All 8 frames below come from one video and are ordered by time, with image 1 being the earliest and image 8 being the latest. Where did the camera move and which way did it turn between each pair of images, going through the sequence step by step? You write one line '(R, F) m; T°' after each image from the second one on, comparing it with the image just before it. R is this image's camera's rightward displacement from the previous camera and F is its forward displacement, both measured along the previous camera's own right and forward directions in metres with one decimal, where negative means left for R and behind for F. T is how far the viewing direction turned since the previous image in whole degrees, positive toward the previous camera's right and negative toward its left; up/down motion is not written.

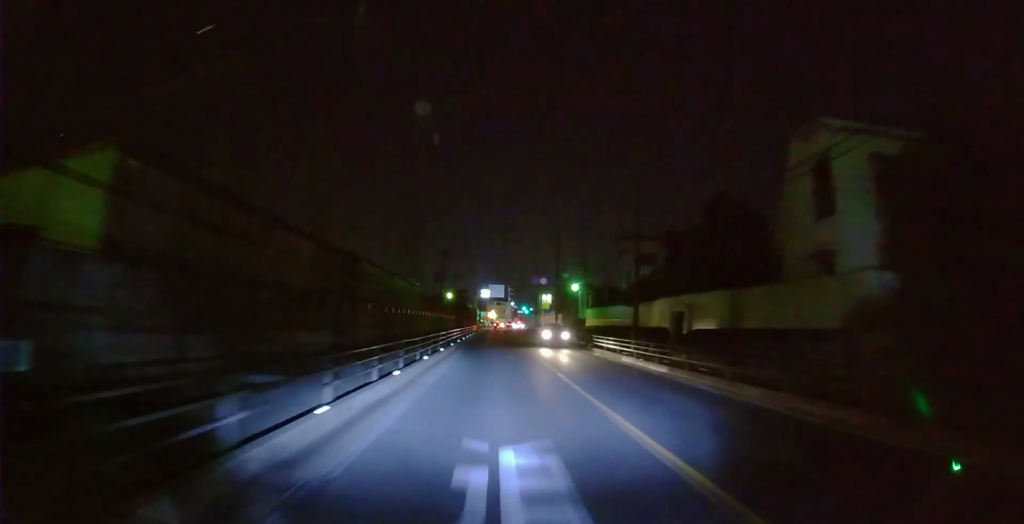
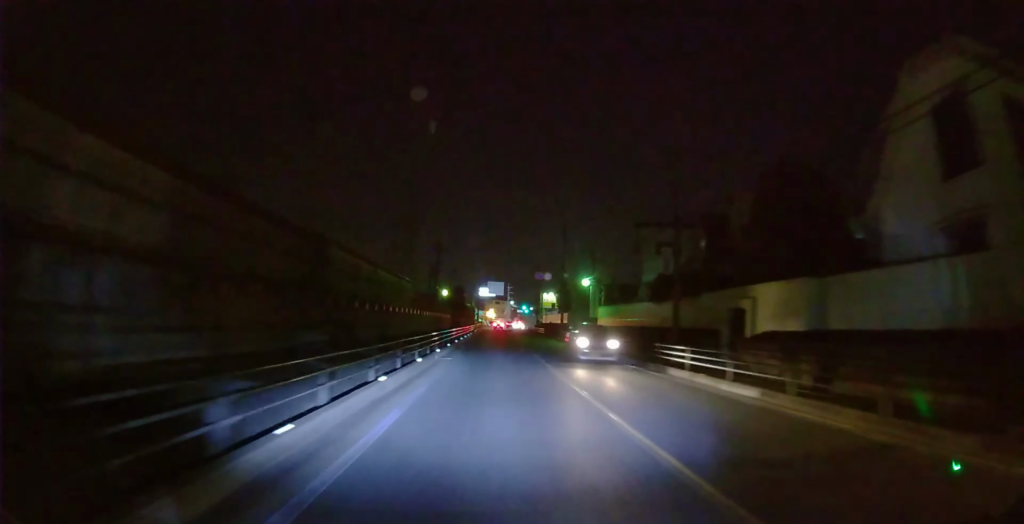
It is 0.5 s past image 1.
(0.0, +6.4) m; 0°
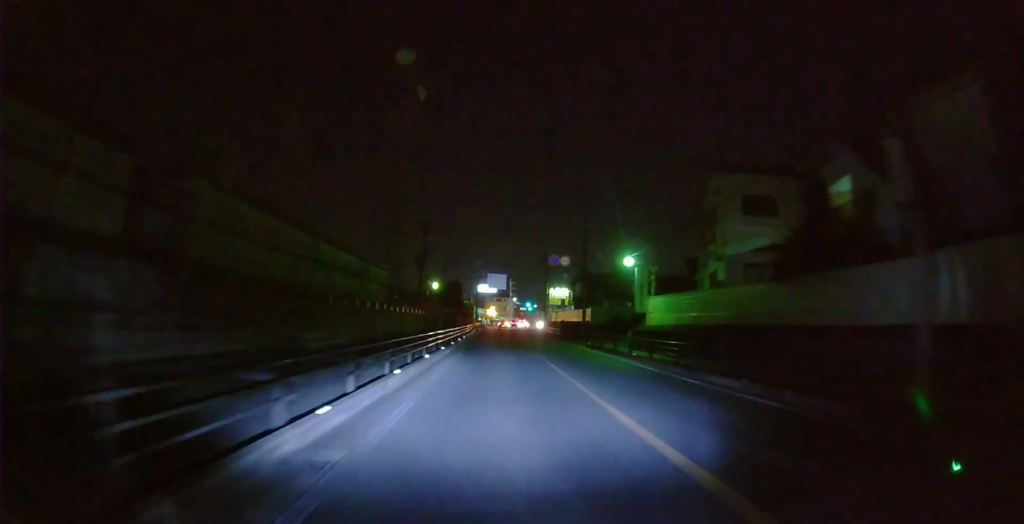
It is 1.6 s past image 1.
(0.0, +13.3) m; +2°
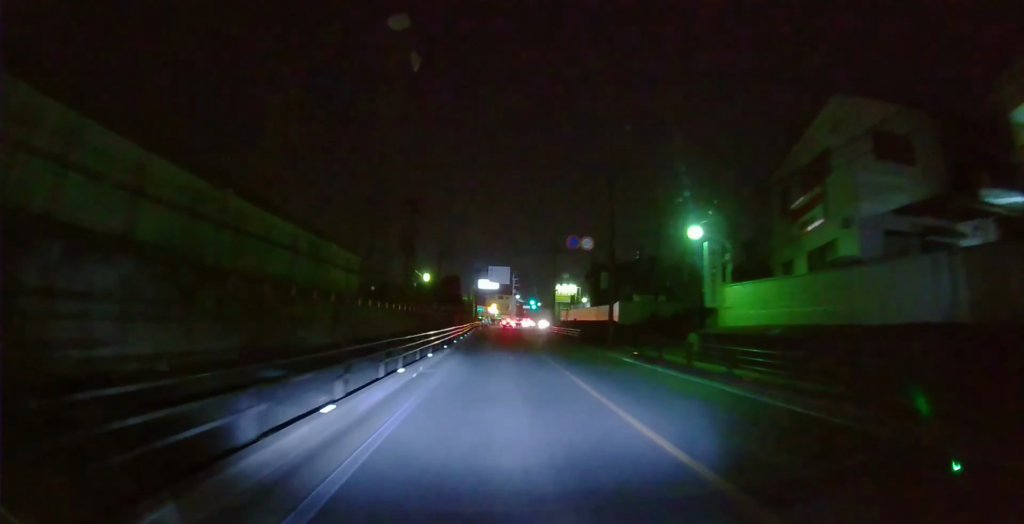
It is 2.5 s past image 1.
(+0.2, +10.3) m; +3°
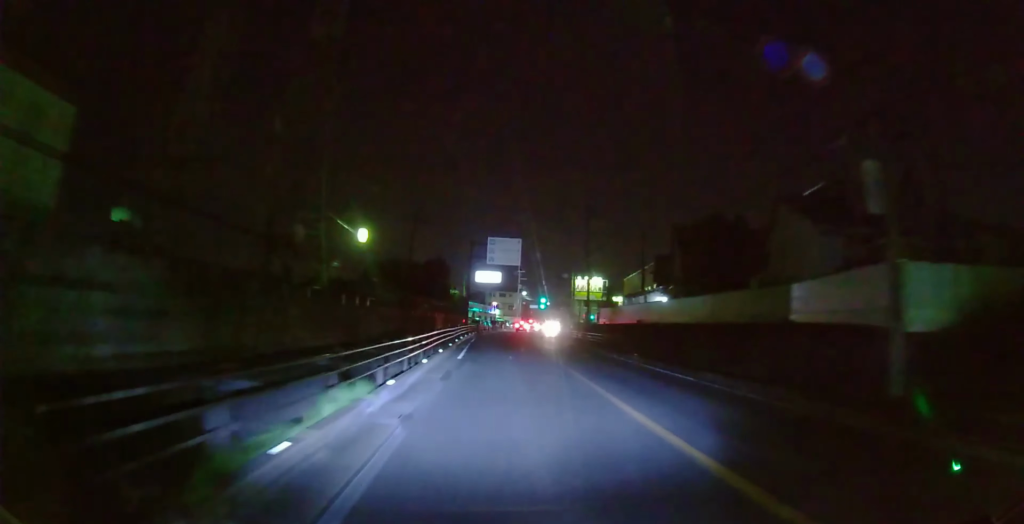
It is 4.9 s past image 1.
(+0.9, +27.1) m; +2°
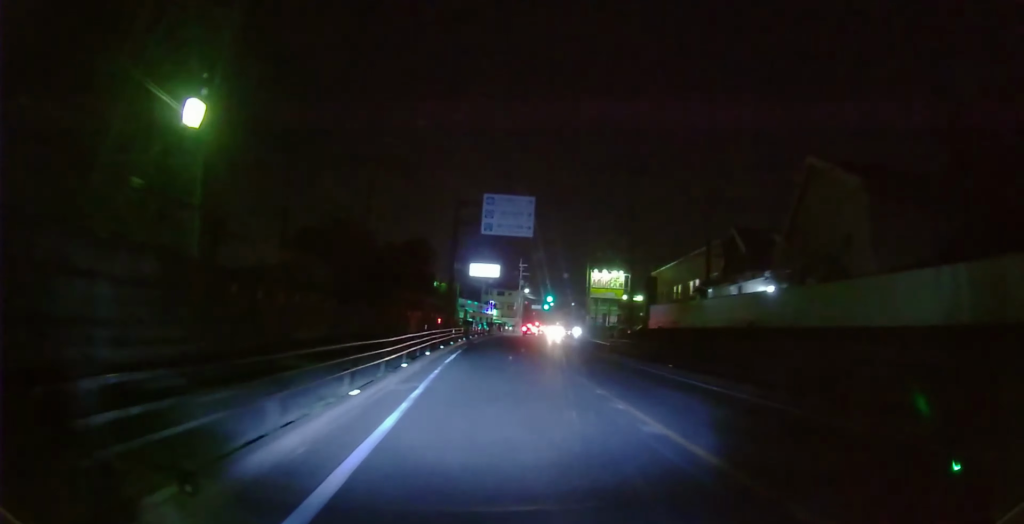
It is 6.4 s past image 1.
(0.0, +16.7) m; 0°
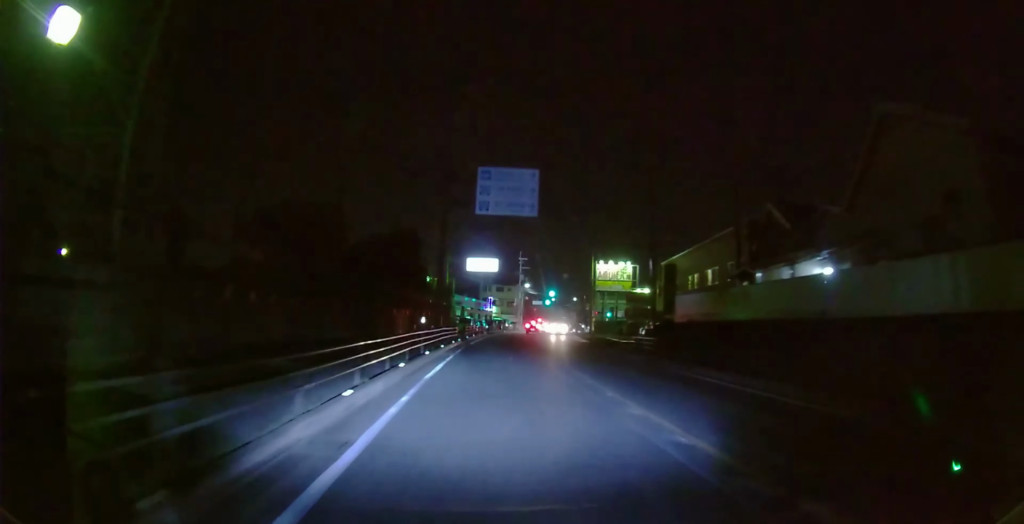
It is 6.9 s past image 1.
(0.0, +5.0) m; 0°
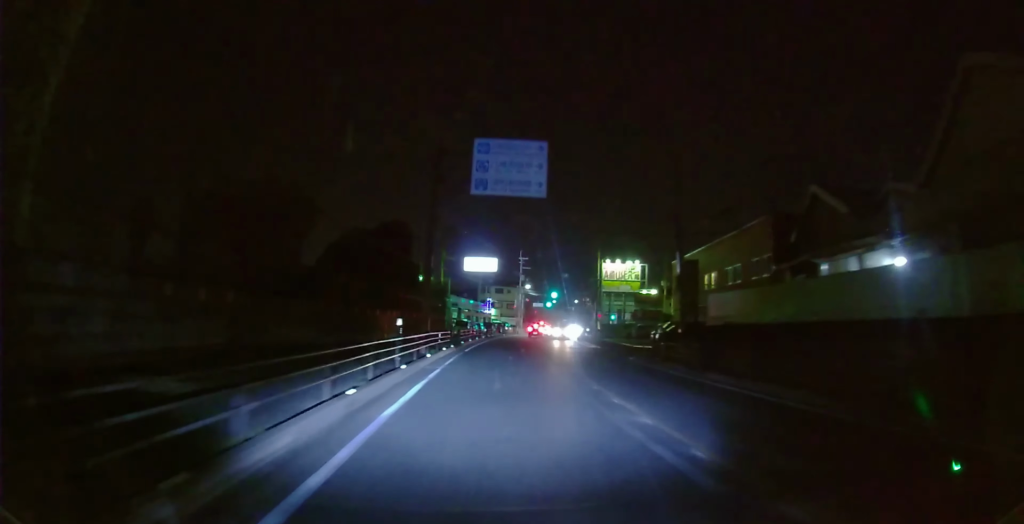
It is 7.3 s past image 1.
(0.0, +4.9) m; 0°
